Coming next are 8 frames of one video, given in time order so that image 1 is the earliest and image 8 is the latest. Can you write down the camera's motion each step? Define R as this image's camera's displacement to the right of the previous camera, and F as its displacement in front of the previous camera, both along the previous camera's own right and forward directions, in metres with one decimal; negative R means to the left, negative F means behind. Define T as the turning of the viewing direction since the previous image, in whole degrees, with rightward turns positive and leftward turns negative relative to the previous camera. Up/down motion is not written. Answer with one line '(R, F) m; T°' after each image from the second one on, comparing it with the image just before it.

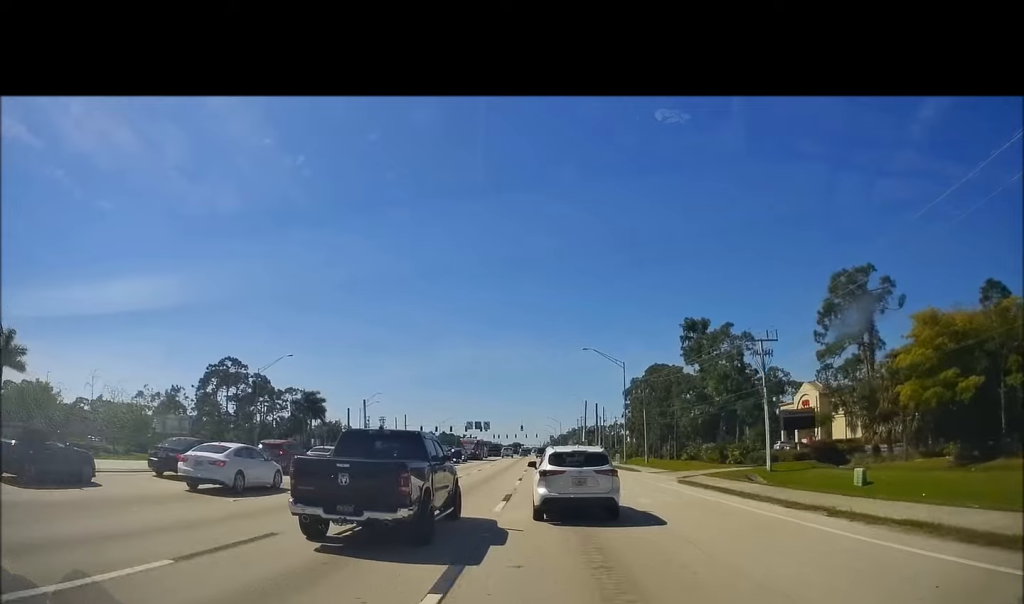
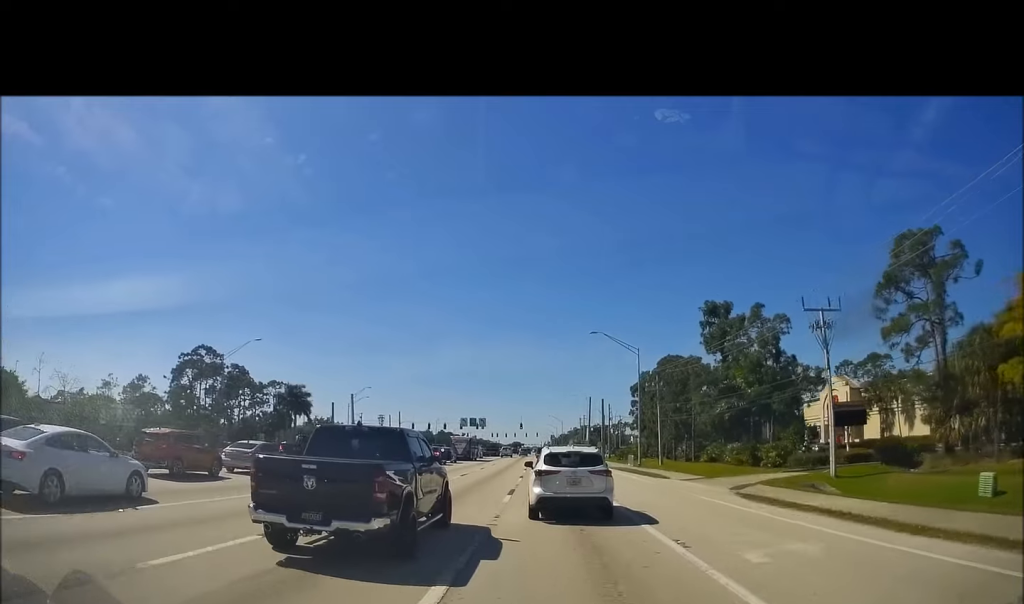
(0.0, +9.8) m; 0°
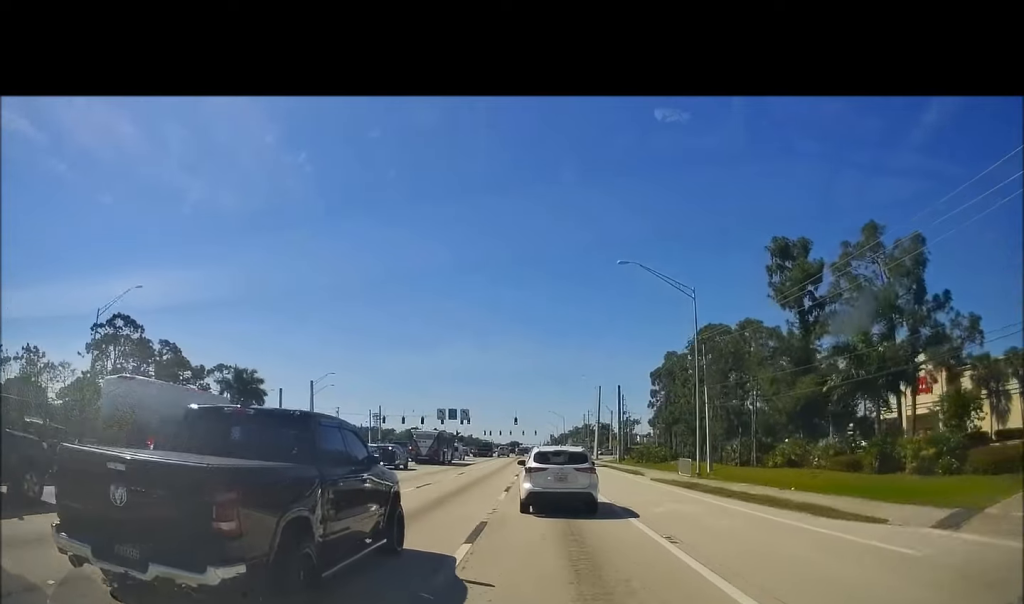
(0.0, +22.4) m; 0°
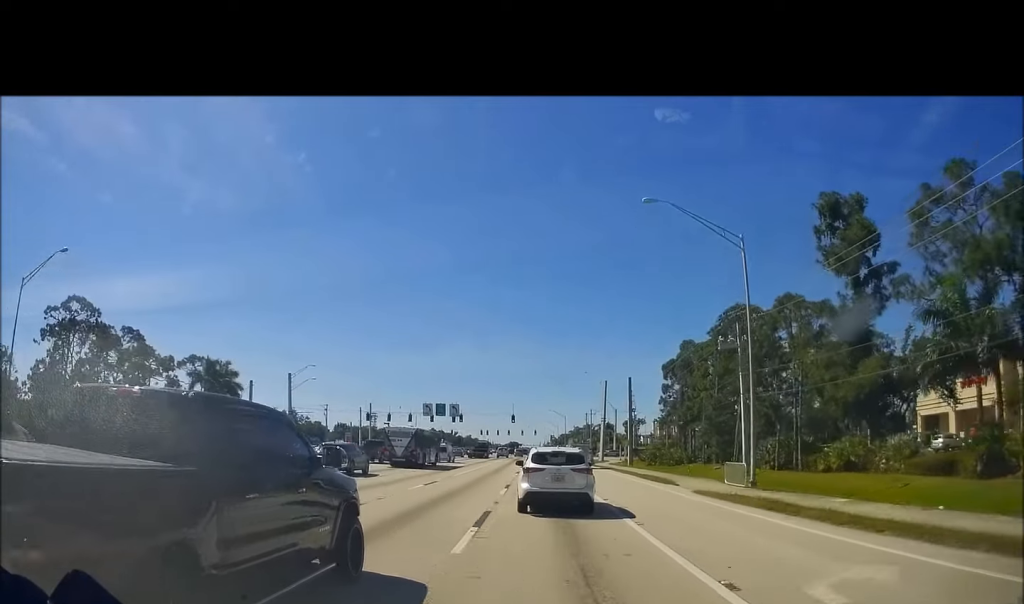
(0.0, +9.5) m; 0°
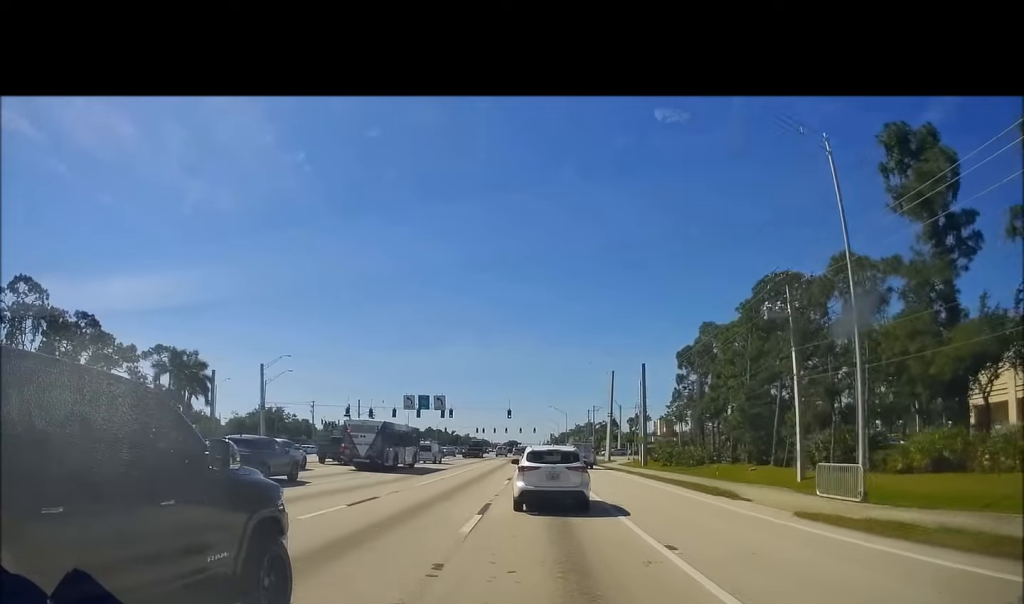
(0.0, +9.6) m; 0°
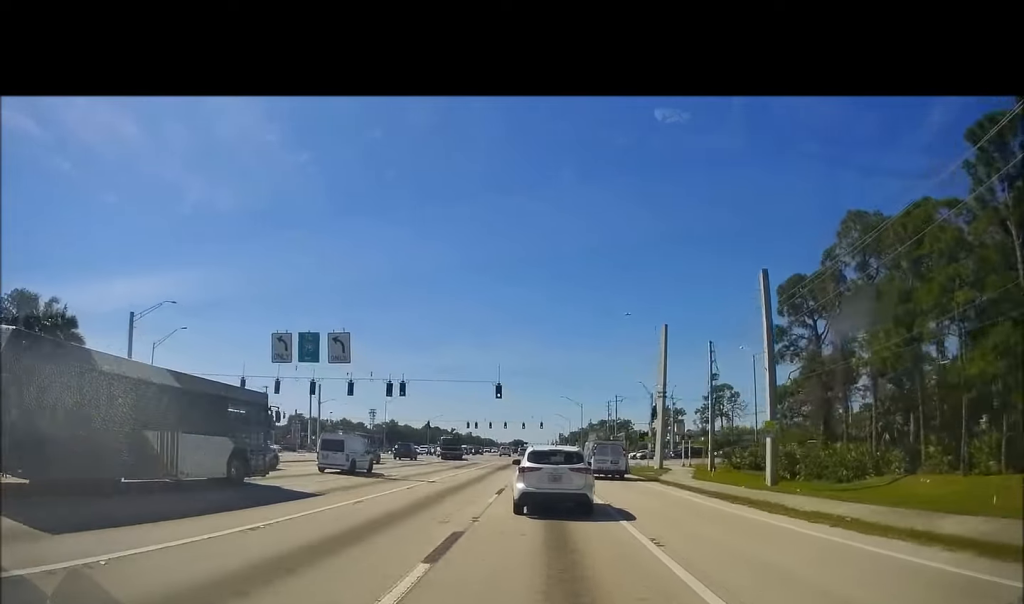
(0.0, +32.4) m; 0°
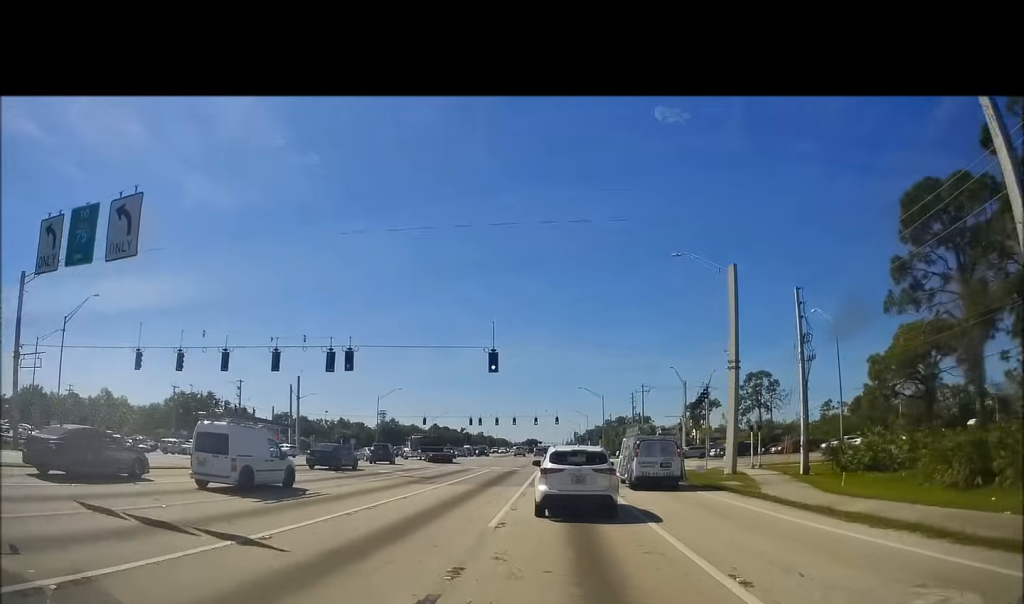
(0.0, +17.1) m; -1°
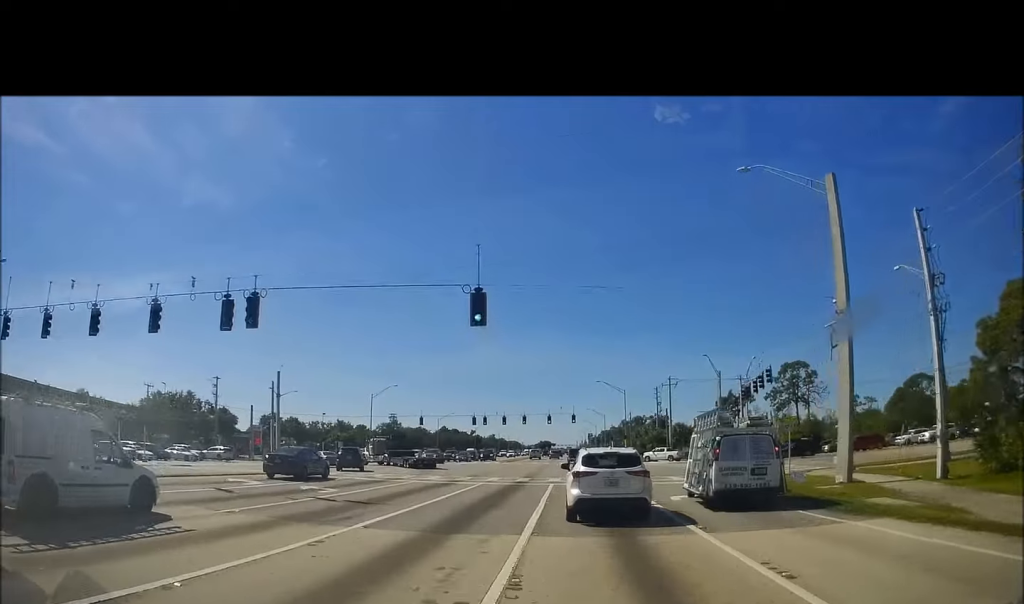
(-0.1, +13.3) m; -1°
